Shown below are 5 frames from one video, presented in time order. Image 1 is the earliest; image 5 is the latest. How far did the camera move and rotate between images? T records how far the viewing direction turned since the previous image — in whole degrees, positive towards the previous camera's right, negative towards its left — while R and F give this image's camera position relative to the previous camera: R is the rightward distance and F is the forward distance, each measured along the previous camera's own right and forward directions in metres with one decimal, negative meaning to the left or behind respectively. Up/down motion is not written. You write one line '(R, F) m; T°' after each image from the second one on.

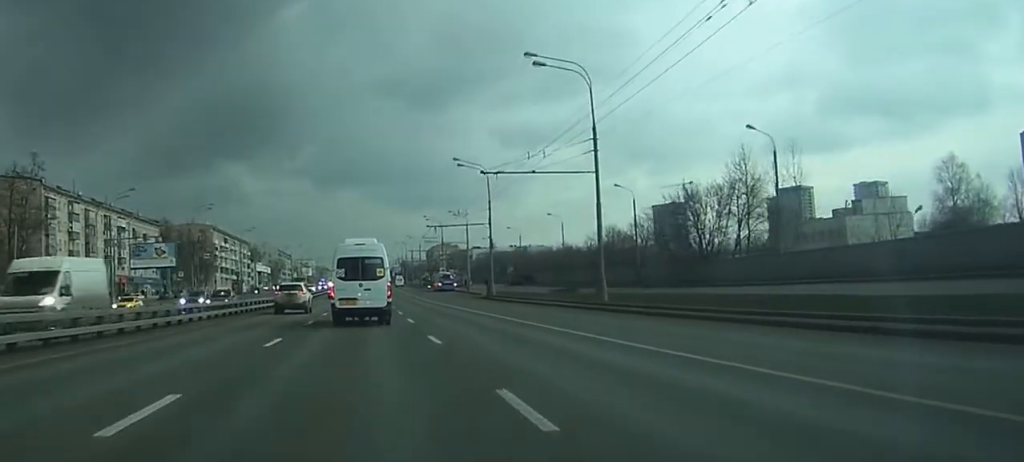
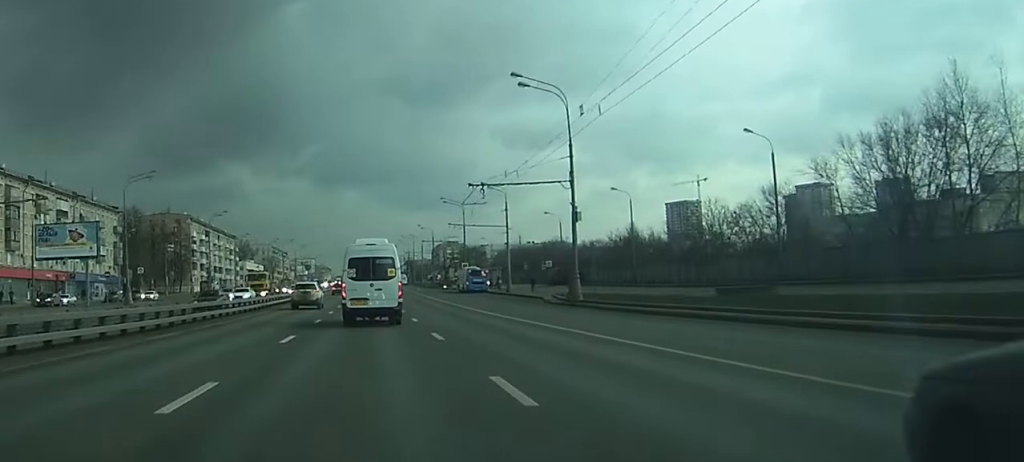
(-0.3, +34.7) m; 0°
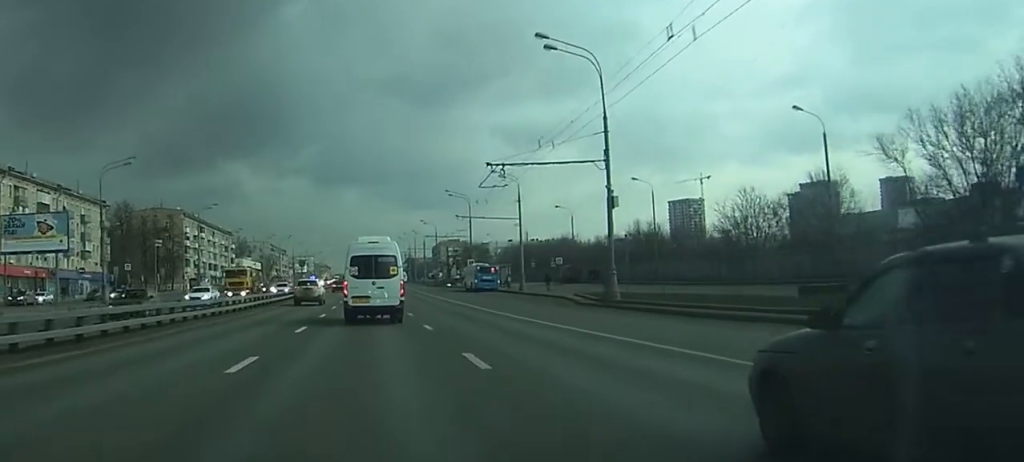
(+0.1, +8.0) m; 0°
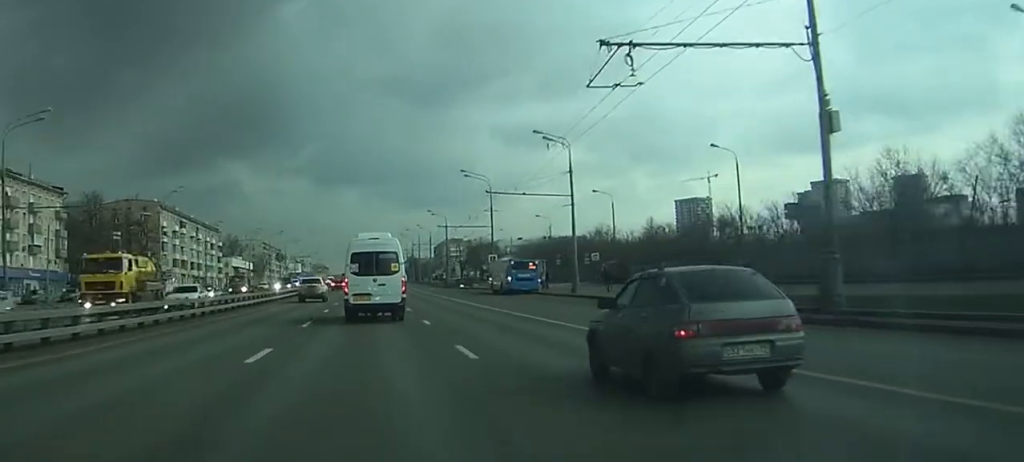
(+0.1, +22.2) m; 0°
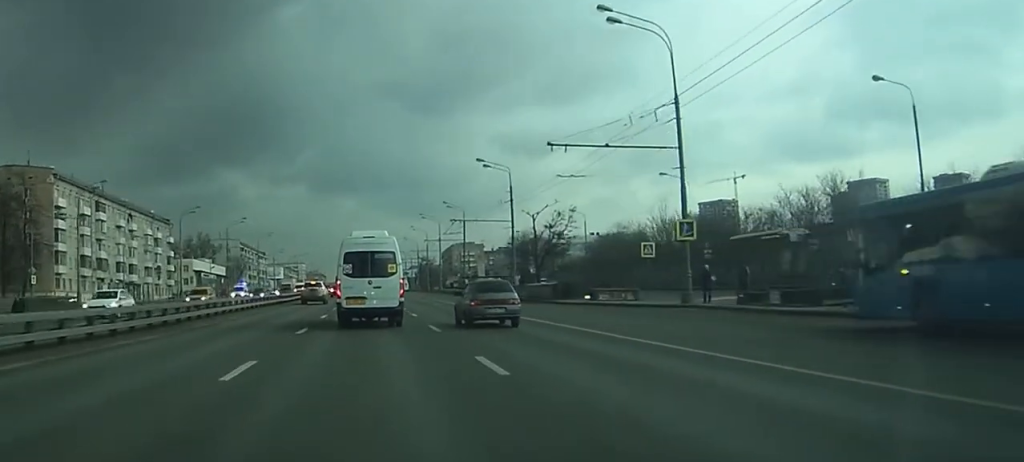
(0.0, +62.8) m; 0°
